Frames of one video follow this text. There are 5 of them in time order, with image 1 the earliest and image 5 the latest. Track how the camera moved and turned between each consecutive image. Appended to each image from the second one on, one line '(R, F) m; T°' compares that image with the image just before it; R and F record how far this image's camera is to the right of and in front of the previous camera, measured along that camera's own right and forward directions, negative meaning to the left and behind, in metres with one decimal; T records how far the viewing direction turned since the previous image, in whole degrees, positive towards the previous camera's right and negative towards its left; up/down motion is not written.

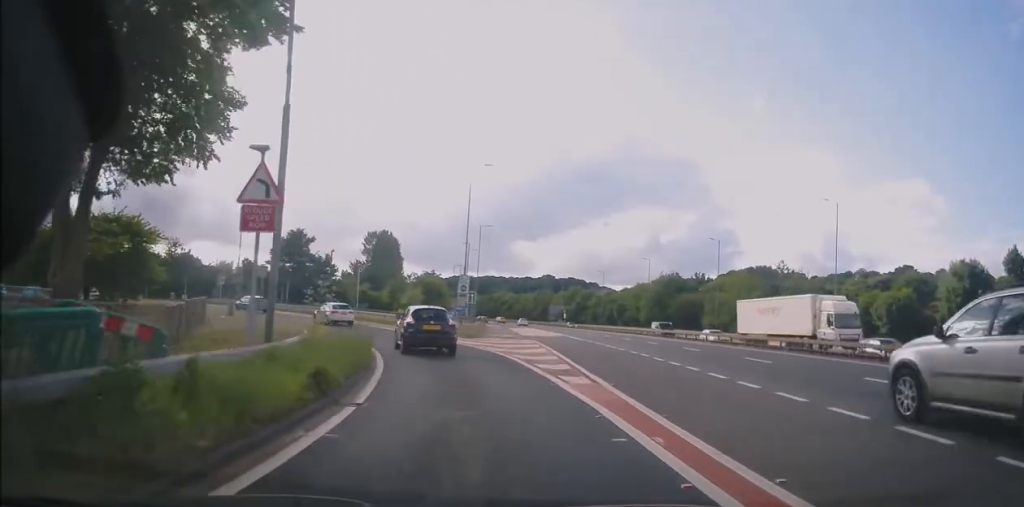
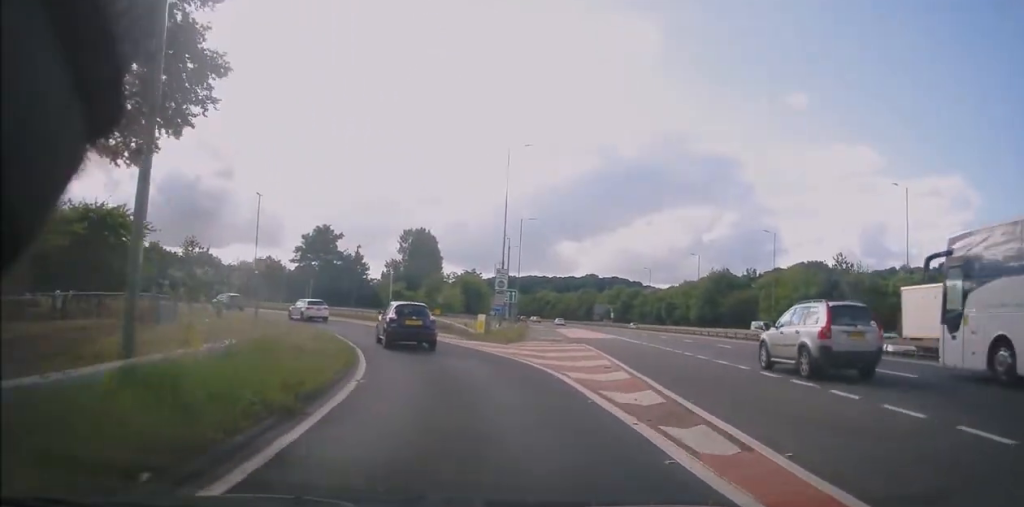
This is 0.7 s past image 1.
(-0.1, +6.5) m; -2°
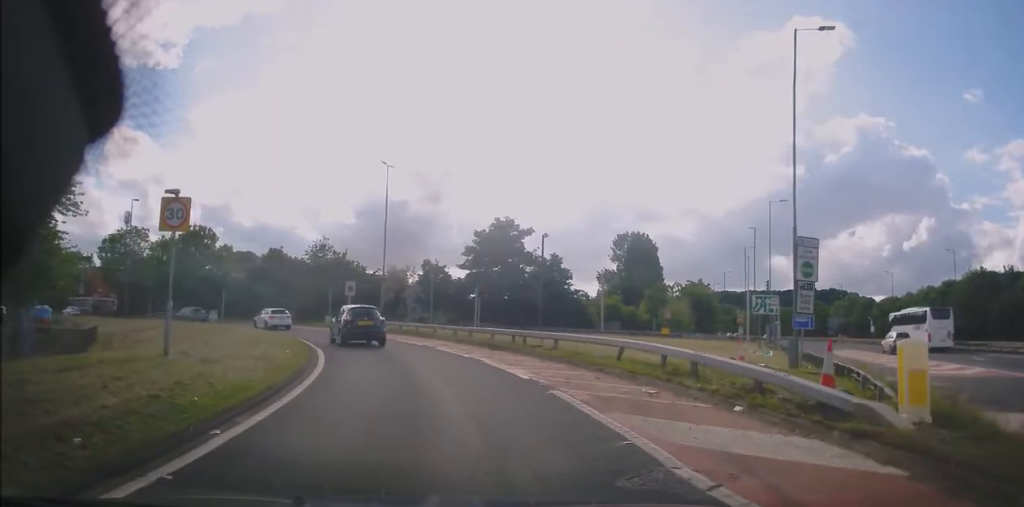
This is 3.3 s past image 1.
(-2.6, +22.7) m; -17°
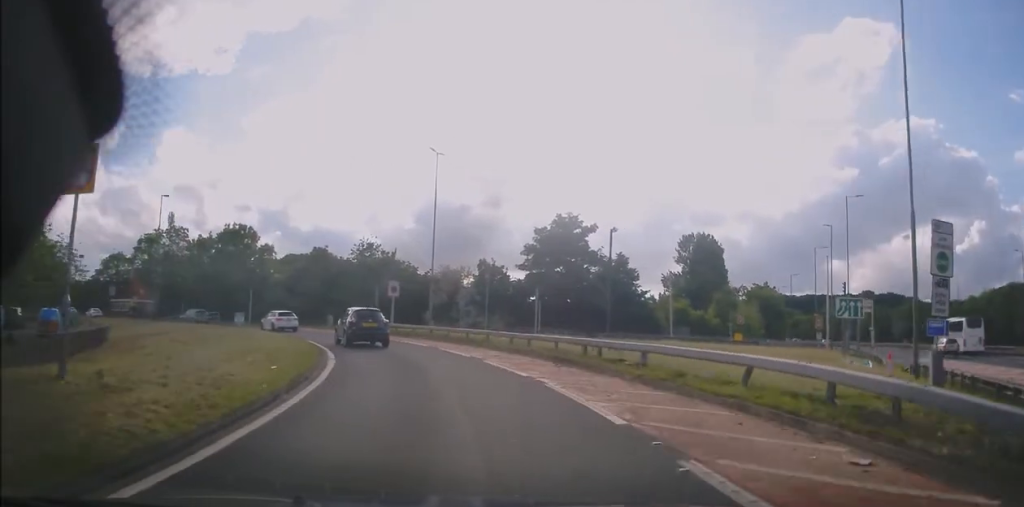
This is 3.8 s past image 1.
(-0.1, +4.7) m; -6°
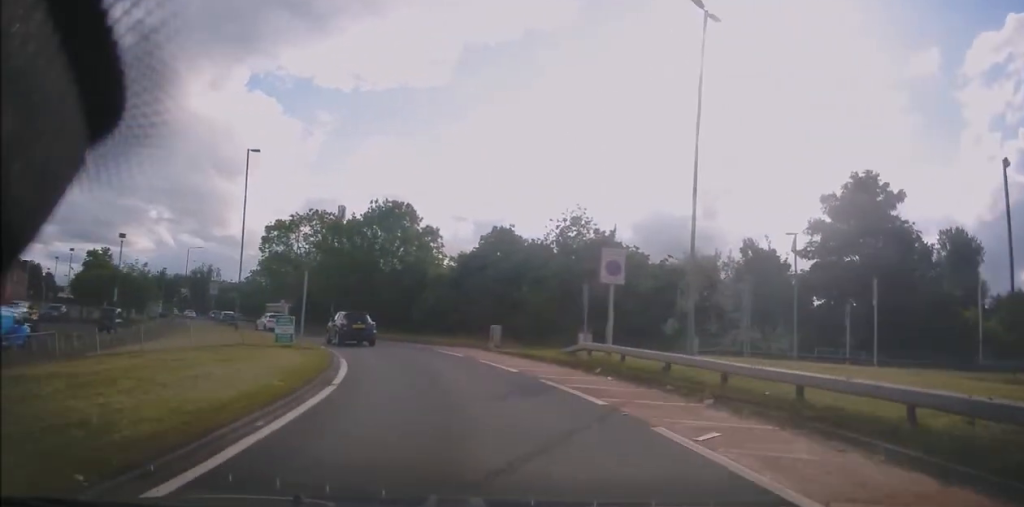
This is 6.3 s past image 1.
(-4.5, +19.3) m; -20°
